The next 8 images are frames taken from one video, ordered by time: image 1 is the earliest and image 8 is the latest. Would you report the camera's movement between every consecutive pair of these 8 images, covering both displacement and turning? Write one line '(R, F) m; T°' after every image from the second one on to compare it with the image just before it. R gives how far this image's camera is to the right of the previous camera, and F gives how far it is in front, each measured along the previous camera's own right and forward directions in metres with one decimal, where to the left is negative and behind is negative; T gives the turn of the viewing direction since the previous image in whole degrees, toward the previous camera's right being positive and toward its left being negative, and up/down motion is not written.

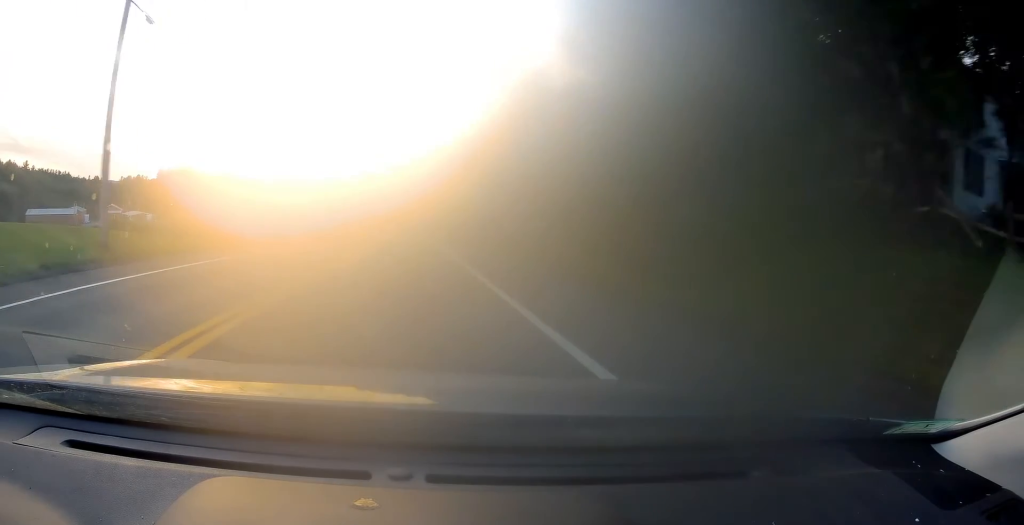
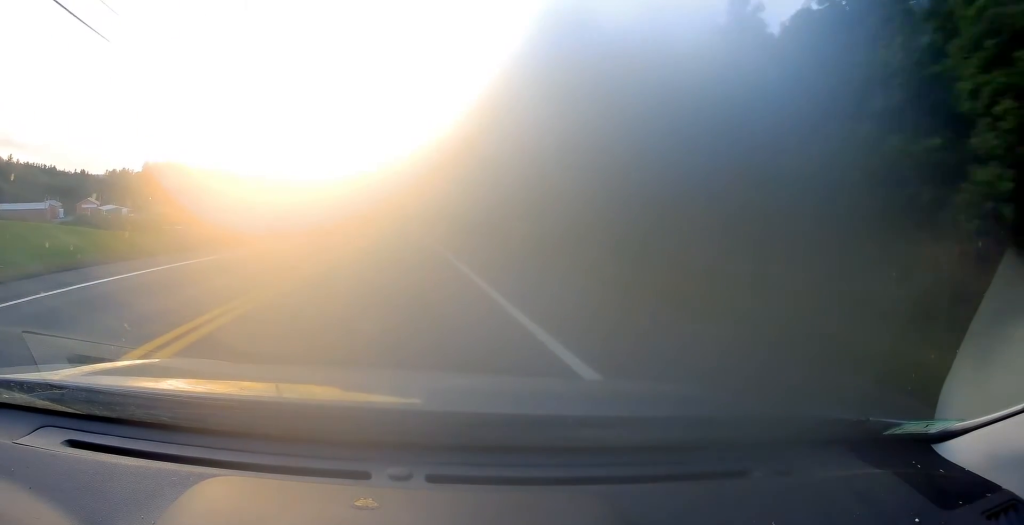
(0.0, +17.9) m; 0°
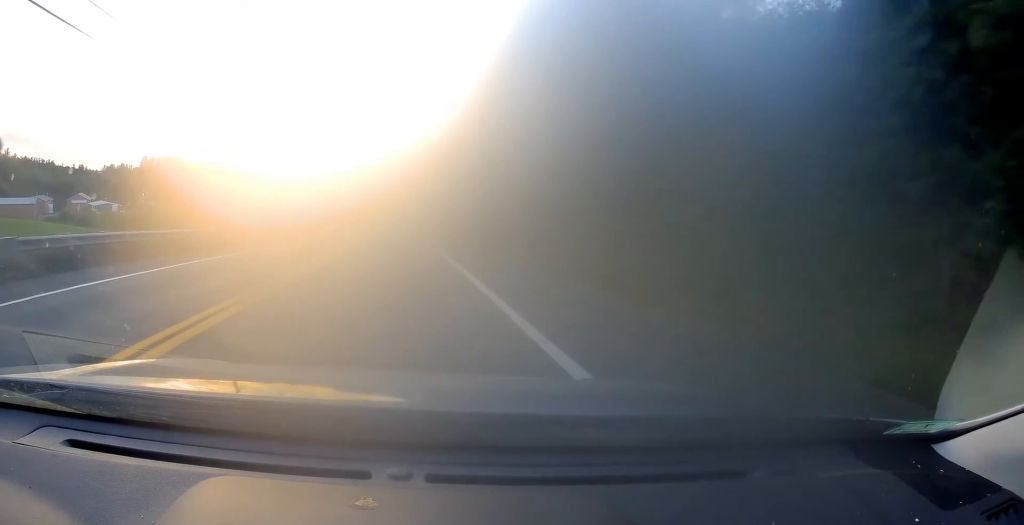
(0.0, +12.3) m; 0°
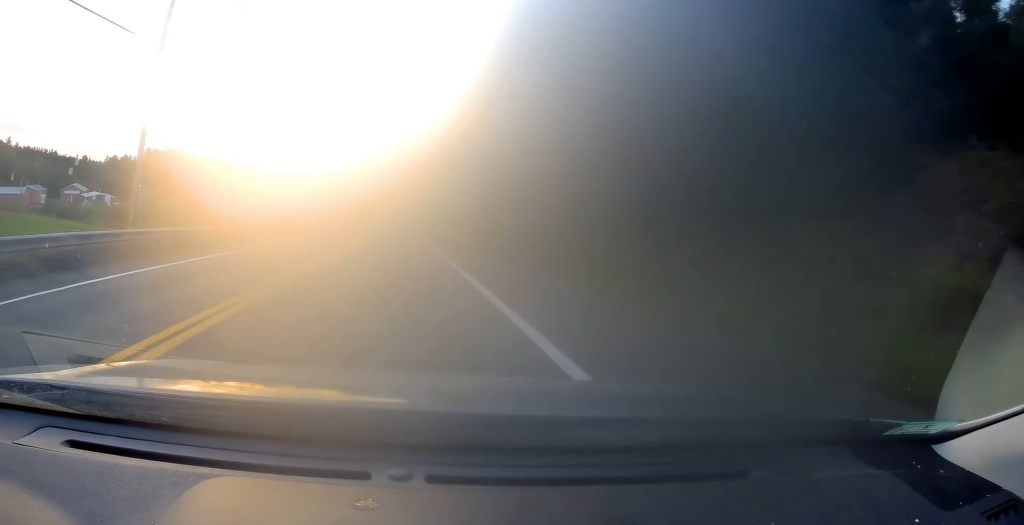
(0.0, +14.1) m; -1°
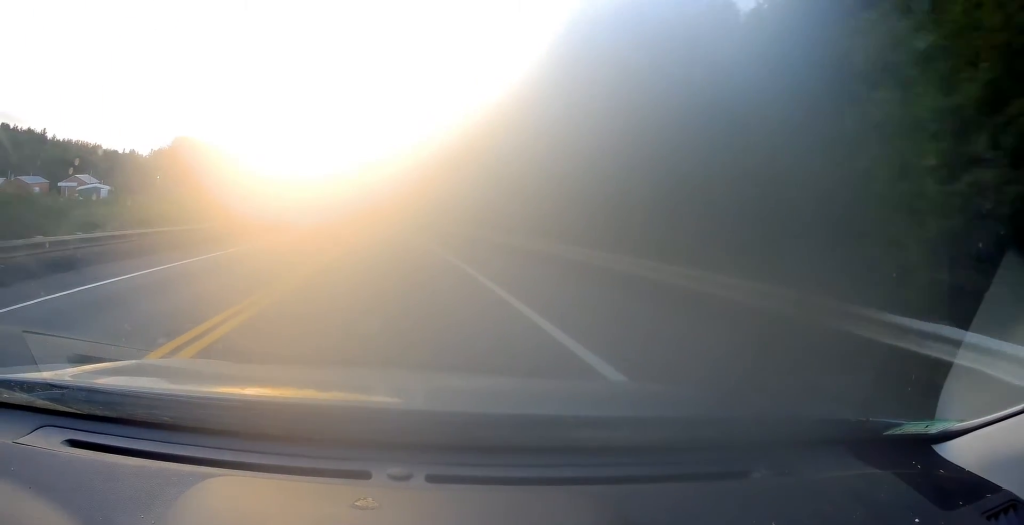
(-1.9, +56.5) m; -5°
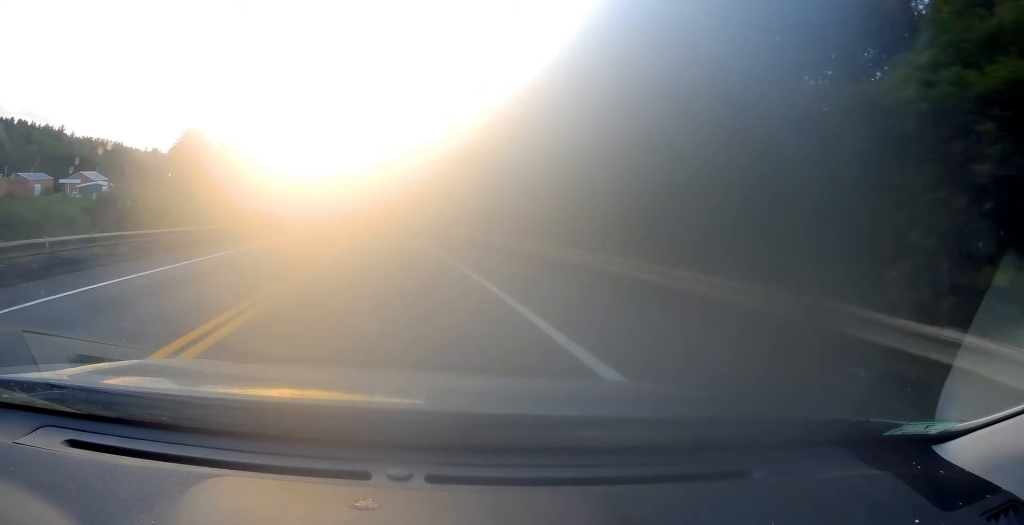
(-1.0, +18.0) m; -4°
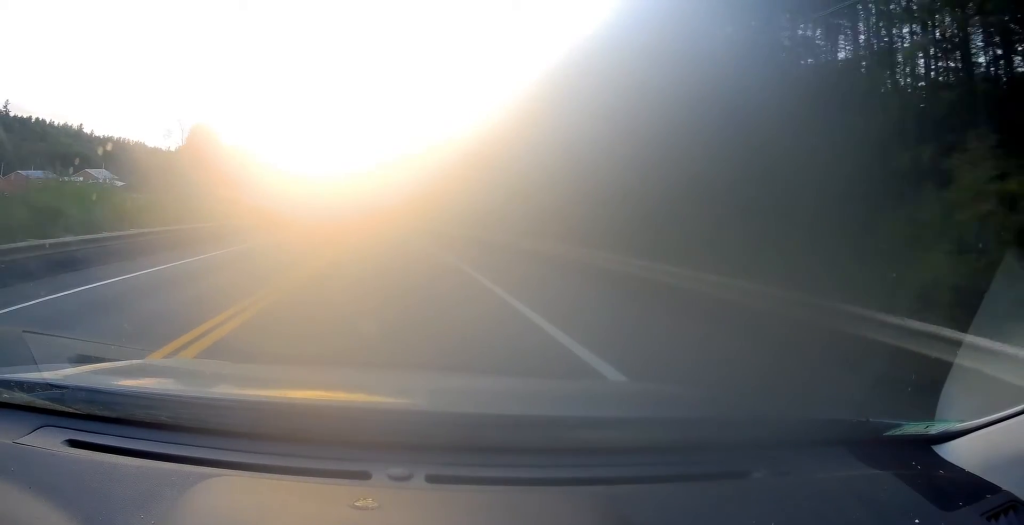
(-0.5, +15.7) m; -3°
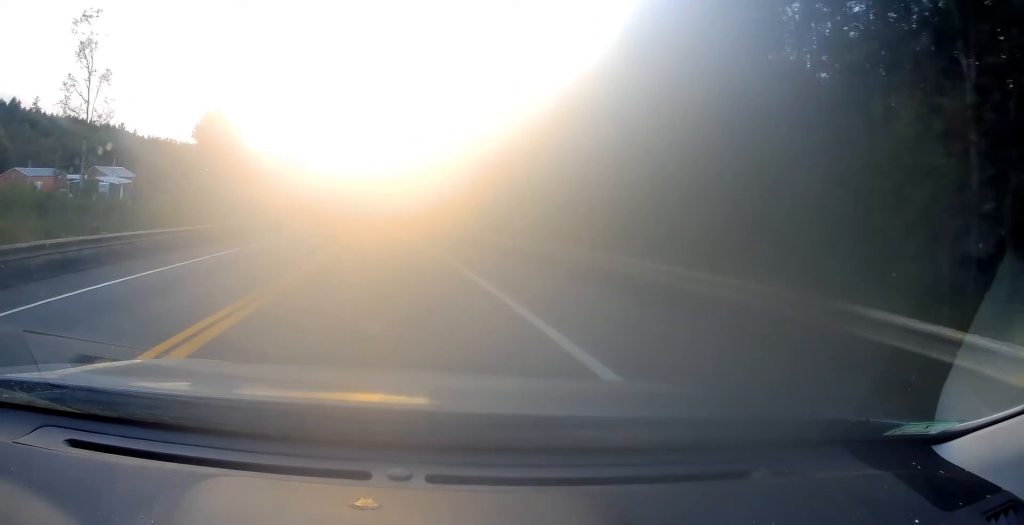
(-2.0, +33.1) m; -7°
